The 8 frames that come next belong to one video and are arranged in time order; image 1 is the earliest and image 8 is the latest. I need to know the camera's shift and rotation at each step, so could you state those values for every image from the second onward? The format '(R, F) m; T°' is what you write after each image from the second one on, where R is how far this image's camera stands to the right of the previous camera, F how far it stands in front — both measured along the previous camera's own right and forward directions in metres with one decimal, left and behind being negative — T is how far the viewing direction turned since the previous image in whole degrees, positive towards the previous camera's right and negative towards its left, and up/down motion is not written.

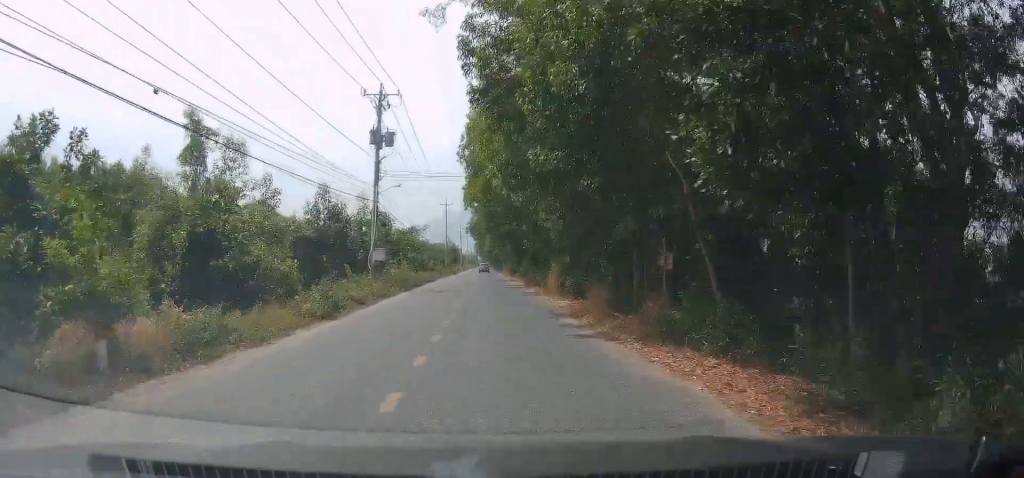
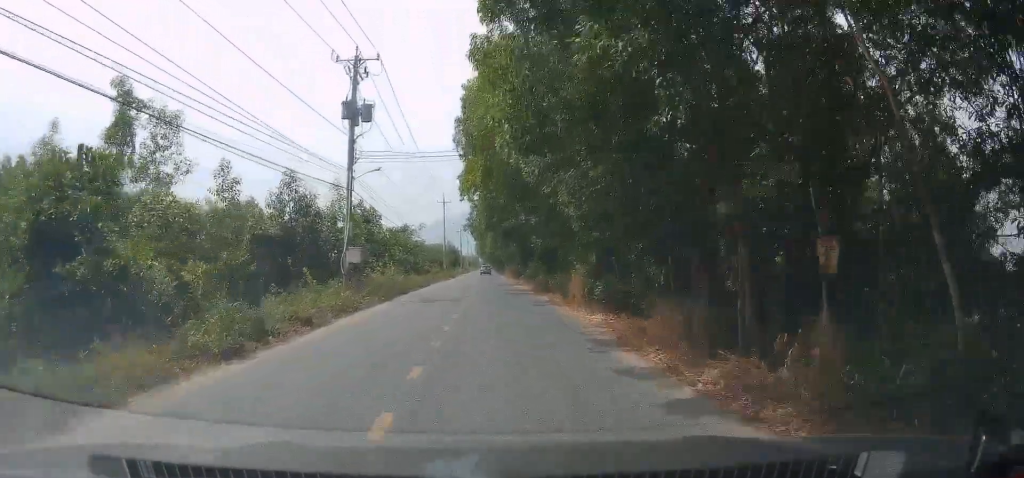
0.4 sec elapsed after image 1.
(0.0, +6.8) m; 0°
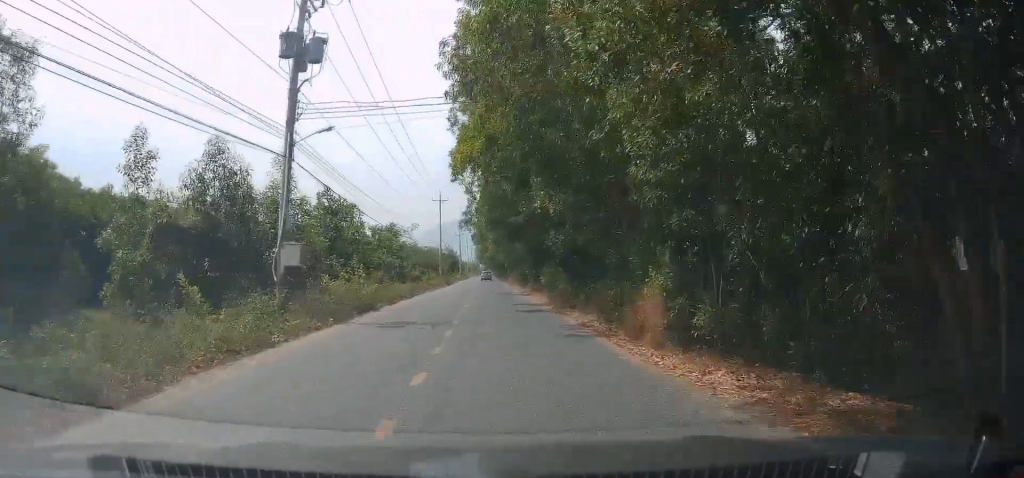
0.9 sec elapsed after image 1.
(0.0, +9.1) m; 0°
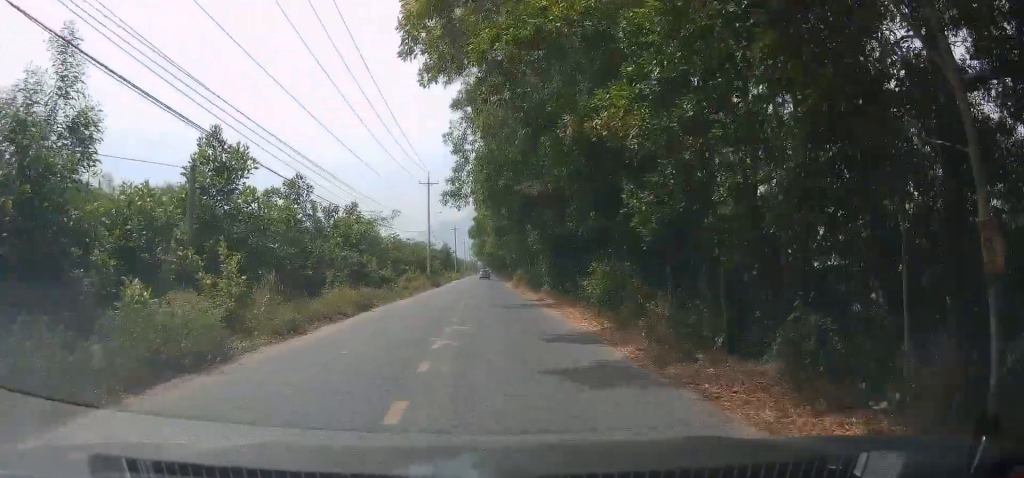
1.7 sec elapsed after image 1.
(0.0, +13.4) m; 0°
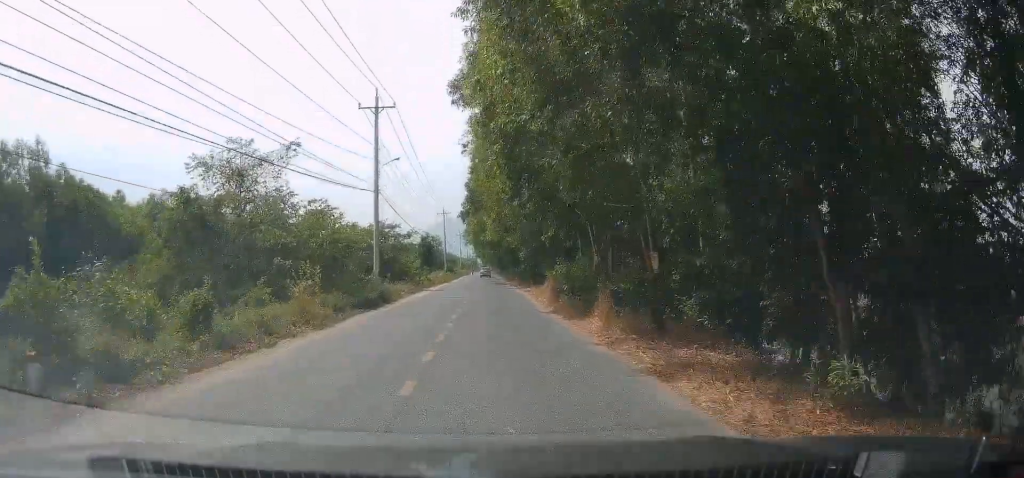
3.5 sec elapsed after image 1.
(-0.1, +30.9) m; -1°
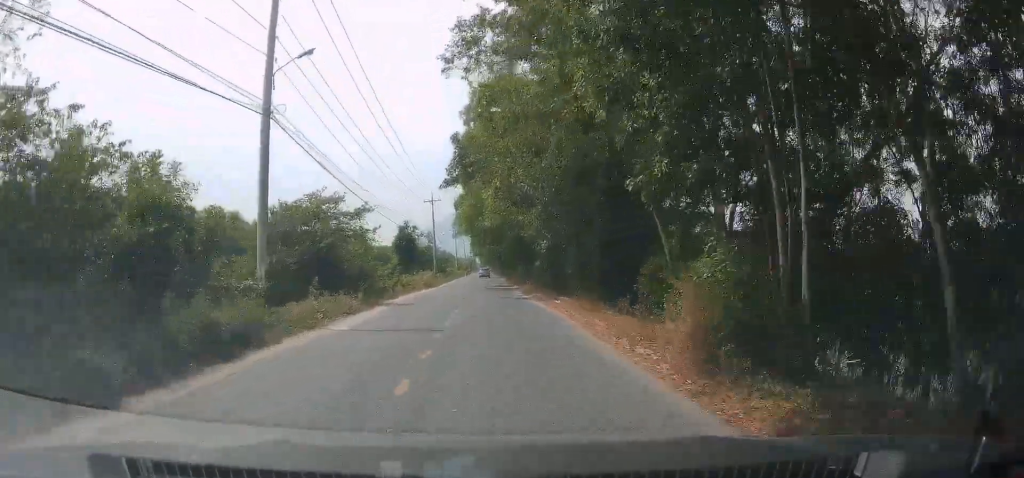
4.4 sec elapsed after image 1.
(-0.1, +17.3) m; -1°
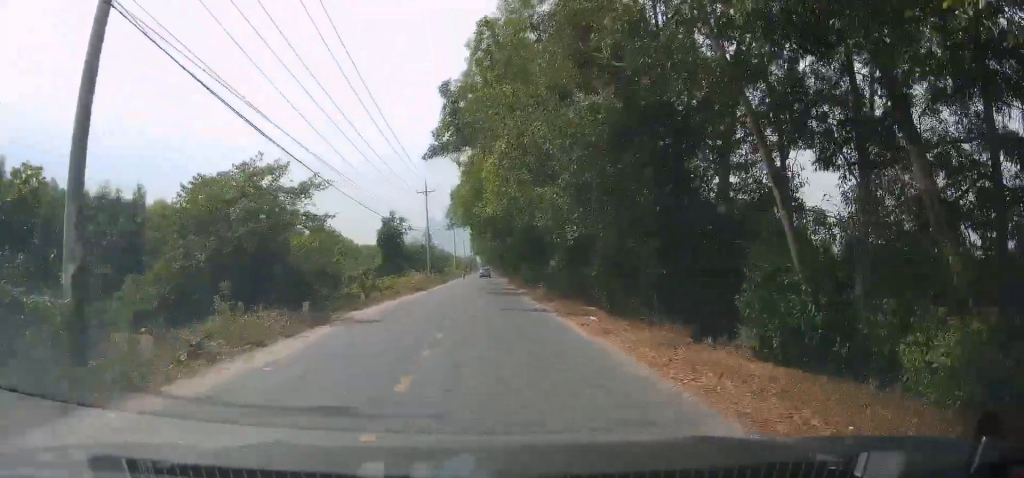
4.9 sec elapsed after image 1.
(-0.1, +8.5) m; 0°
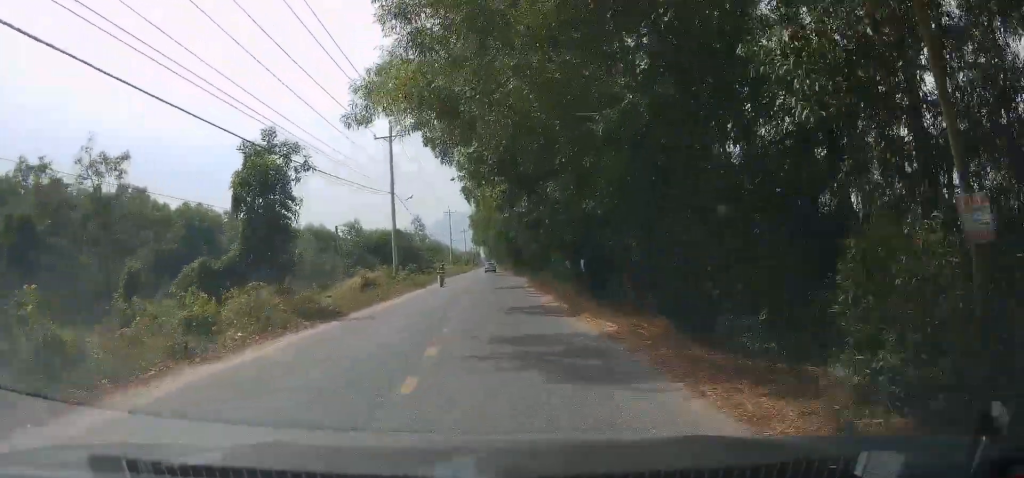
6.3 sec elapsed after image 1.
(+0.3, +26.7) m; +1°
